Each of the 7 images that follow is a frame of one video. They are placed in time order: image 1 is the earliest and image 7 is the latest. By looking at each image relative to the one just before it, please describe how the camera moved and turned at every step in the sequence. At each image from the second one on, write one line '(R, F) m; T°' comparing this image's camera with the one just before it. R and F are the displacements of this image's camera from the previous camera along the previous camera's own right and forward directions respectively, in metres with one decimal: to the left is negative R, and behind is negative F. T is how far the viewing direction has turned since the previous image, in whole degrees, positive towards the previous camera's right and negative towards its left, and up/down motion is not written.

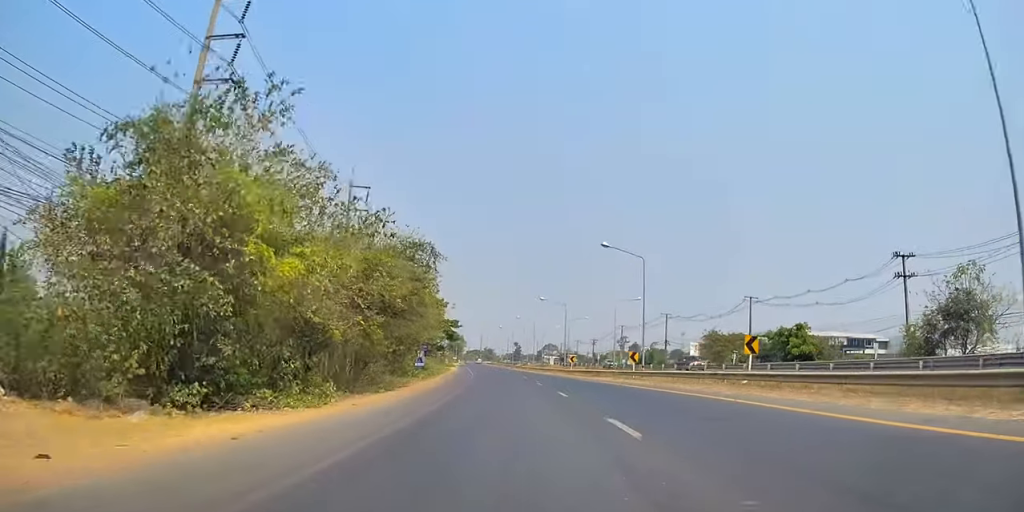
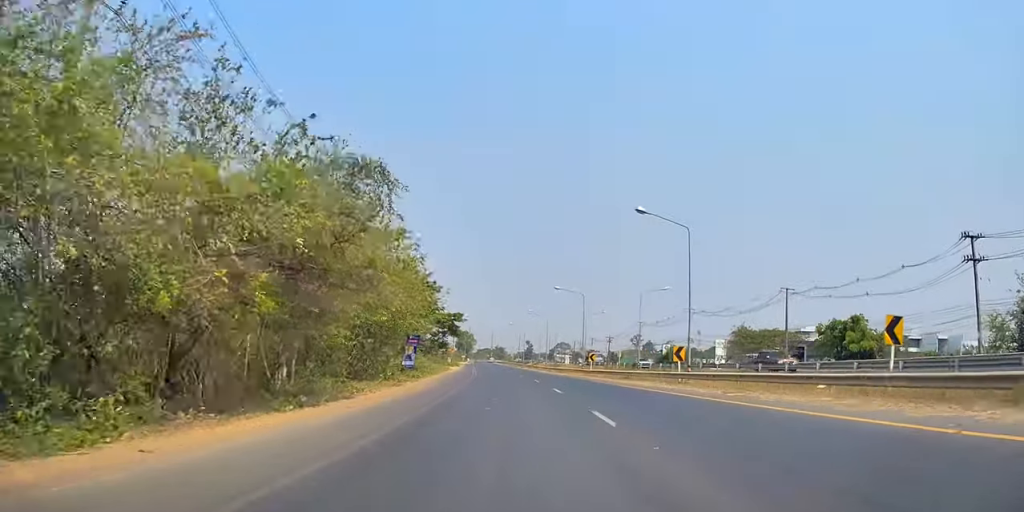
(-0.1, +9.8) m; 0°
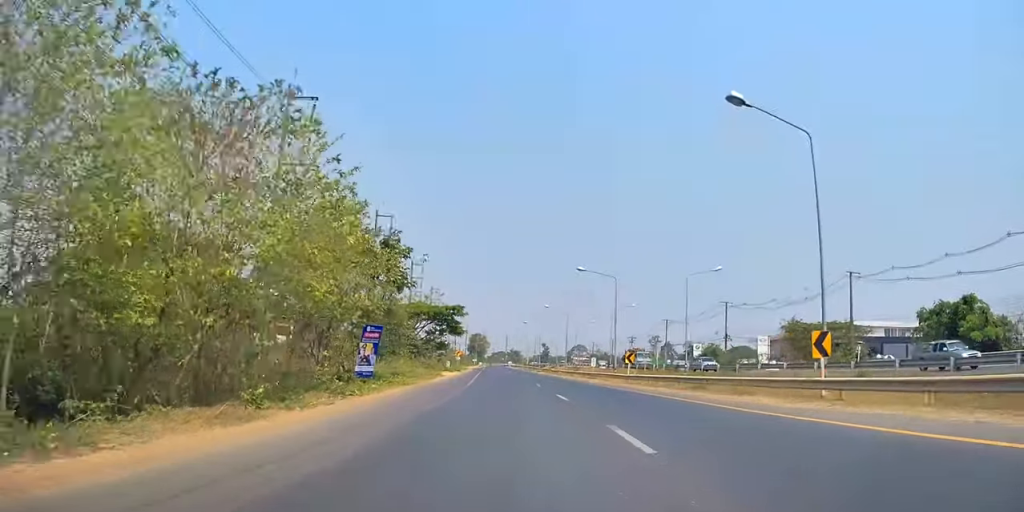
(-0.1, +15.7) m; 0°
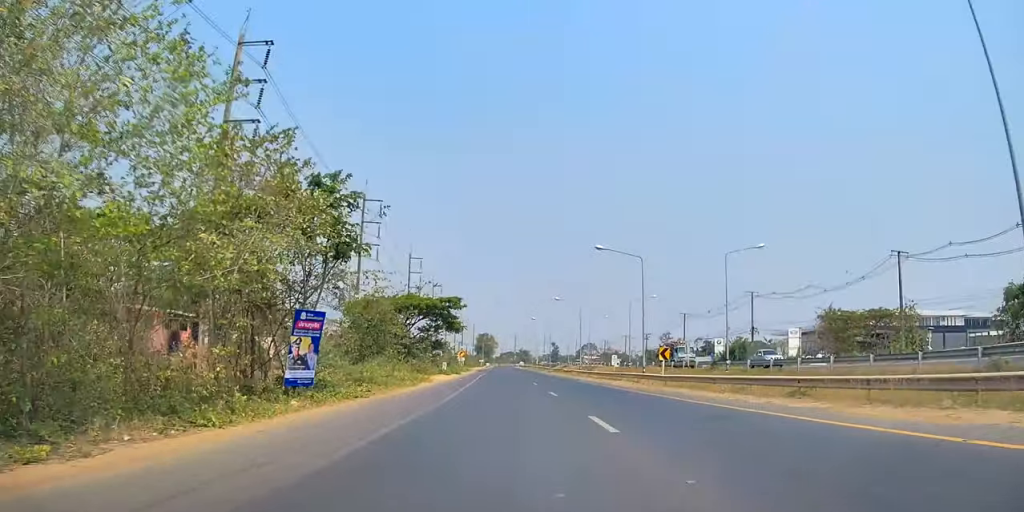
(+0.1, +10.0) m; -1°
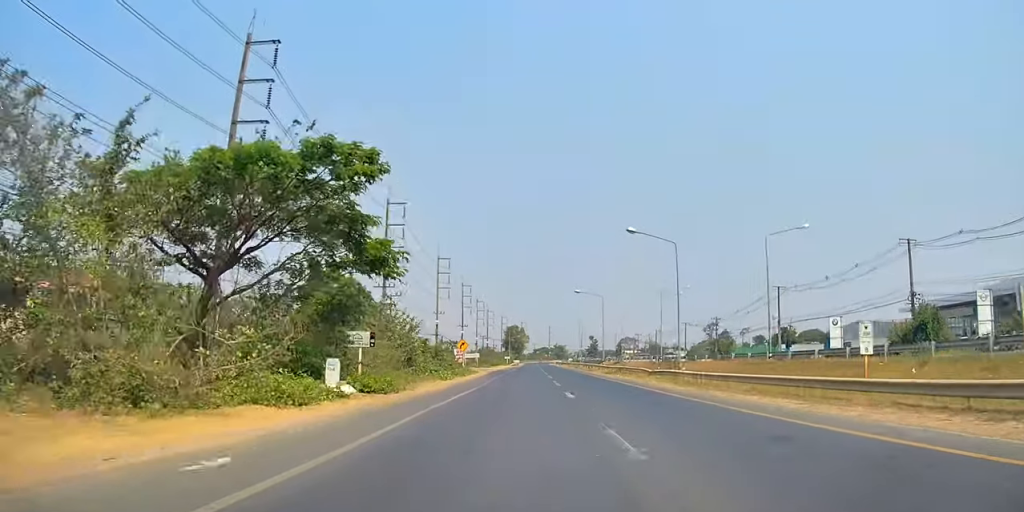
(-1.4, +39.0) m; -3°
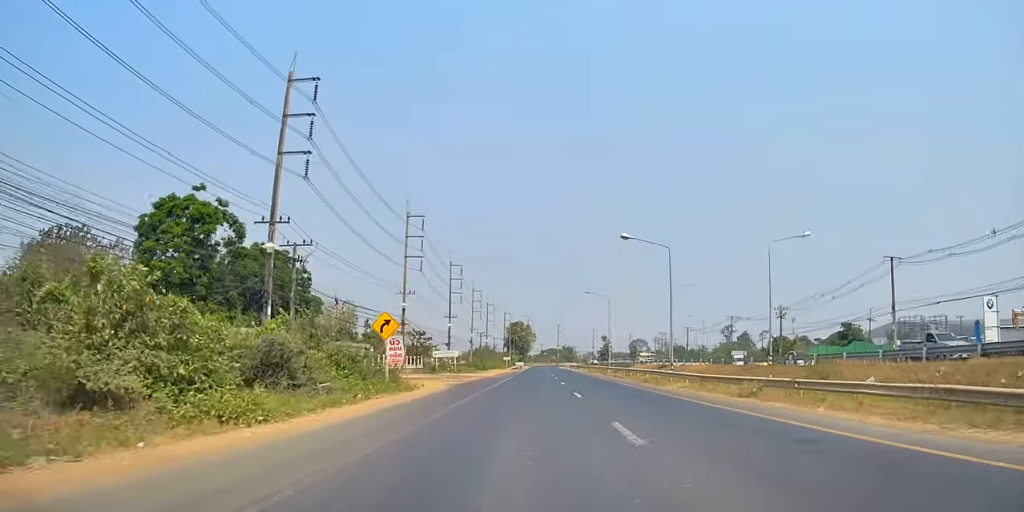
(0.0, +34.9) m; -2°
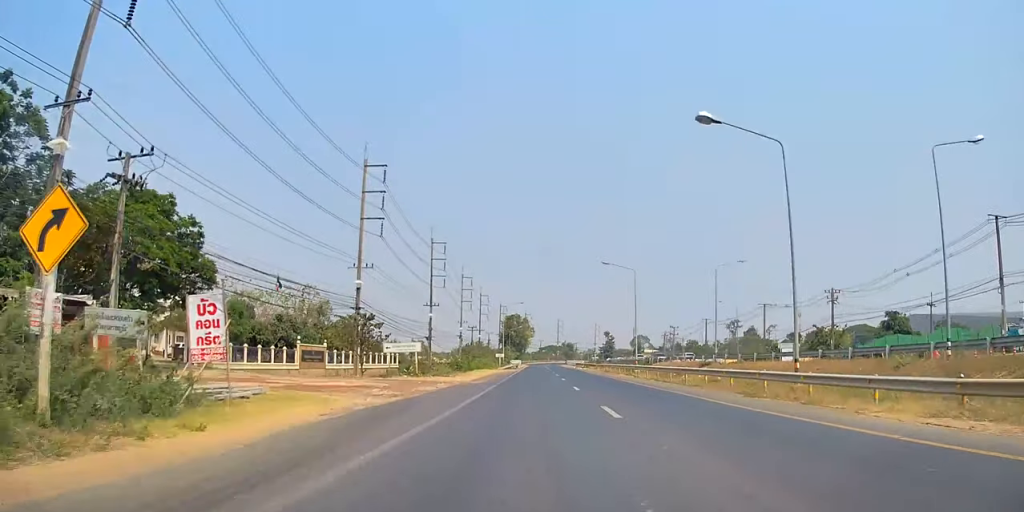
(-0.4, +19.6) m; -2°
